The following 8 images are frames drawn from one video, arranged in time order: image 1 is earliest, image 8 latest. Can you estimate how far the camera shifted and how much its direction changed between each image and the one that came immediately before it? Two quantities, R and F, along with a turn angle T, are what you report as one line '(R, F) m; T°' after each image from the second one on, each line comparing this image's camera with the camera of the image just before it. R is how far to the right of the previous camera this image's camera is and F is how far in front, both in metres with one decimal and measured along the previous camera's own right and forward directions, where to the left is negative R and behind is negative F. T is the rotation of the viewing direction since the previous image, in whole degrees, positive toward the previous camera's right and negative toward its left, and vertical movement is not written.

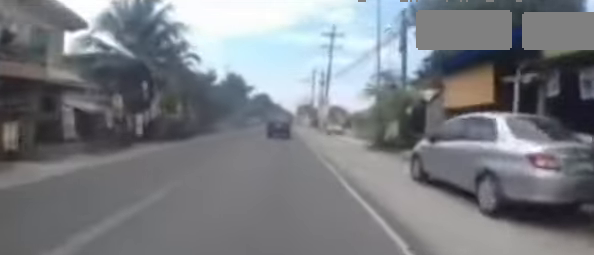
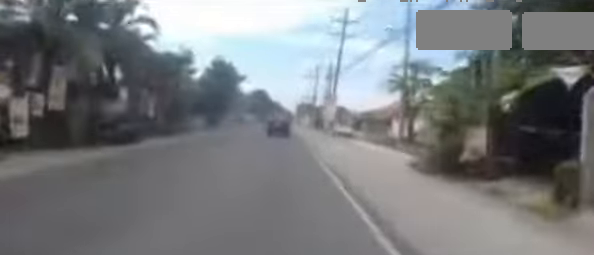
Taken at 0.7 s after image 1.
(-0.2, +7.2) m; -2°
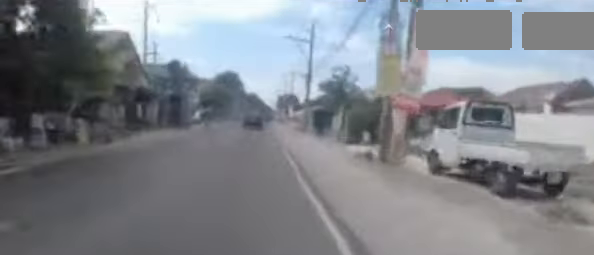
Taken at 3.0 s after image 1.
(-0.2, +22.1) m; +1°
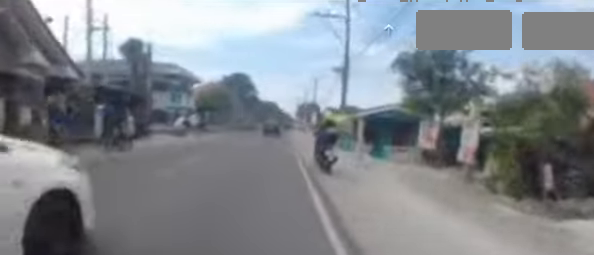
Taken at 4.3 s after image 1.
(-0.1, +12.5) m; -3°
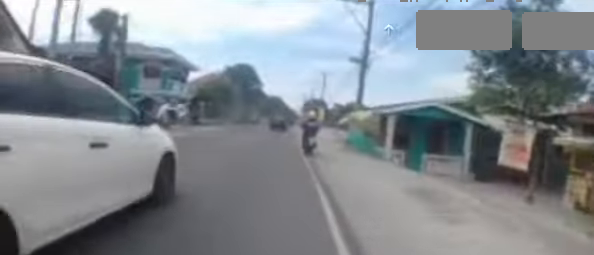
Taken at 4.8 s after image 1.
(-0.1, +4.2) m; 0°
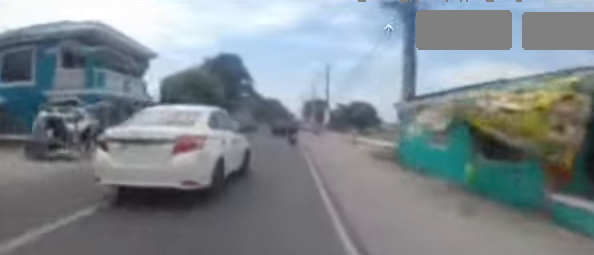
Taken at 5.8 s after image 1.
(-0.1, +9.5) m; +2°
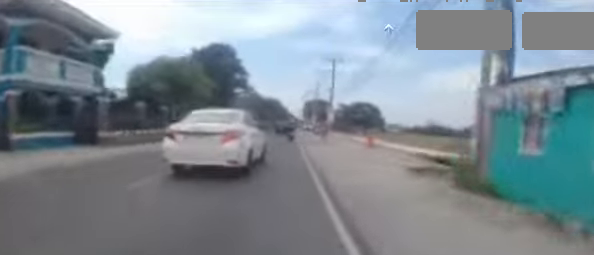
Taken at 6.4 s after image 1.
(0.0, +5.0) m; +2°
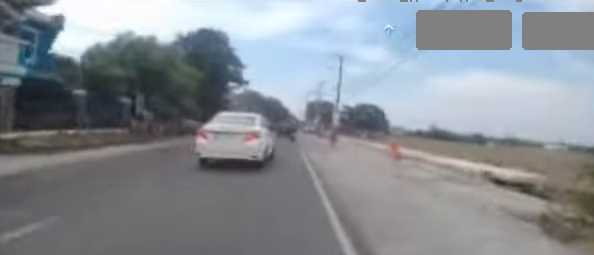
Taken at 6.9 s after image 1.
(+0.2, +5.0) m; 0°
